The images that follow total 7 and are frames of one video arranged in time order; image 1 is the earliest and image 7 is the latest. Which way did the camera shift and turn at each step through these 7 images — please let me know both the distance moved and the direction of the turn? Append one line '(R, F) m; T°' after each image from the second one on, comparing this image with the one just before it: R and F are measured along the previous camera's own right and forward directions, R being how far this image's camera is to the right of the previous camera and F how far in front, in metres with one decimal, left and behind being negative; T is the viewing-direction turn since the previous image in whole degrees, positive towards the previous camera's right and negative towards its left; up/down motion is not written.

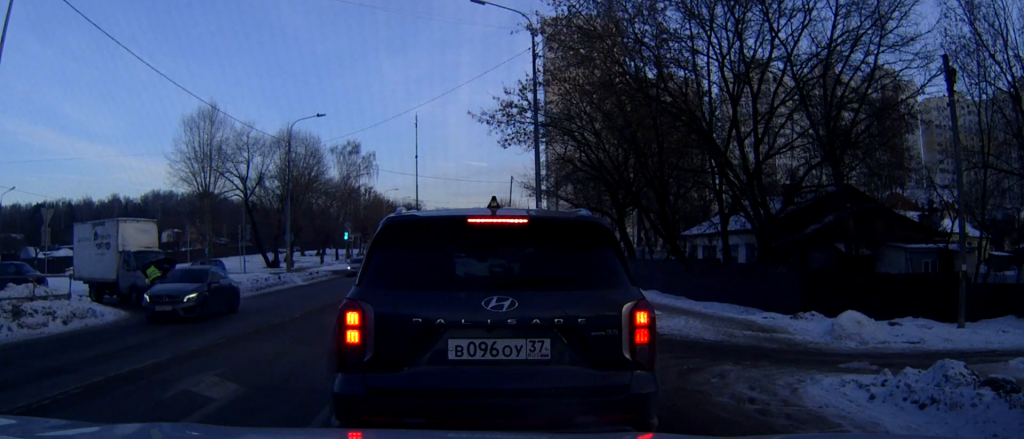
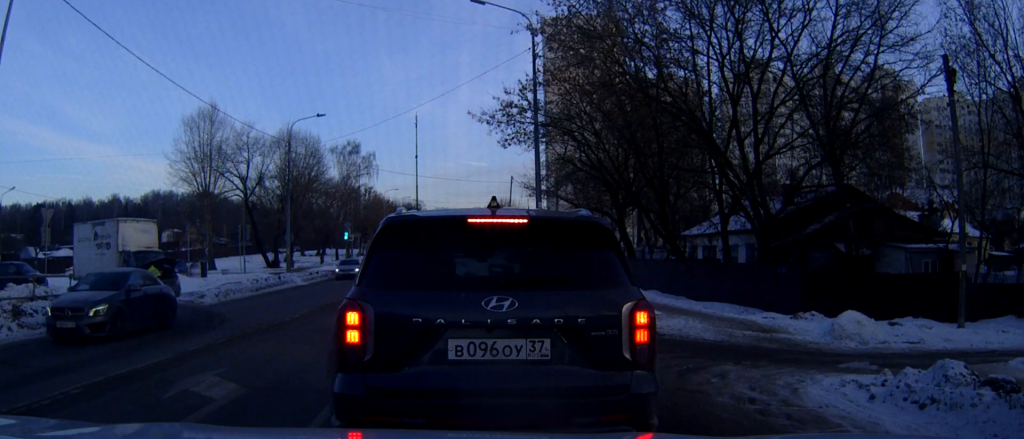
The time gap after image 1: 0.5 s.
(0.0, 0.0) m; 0°
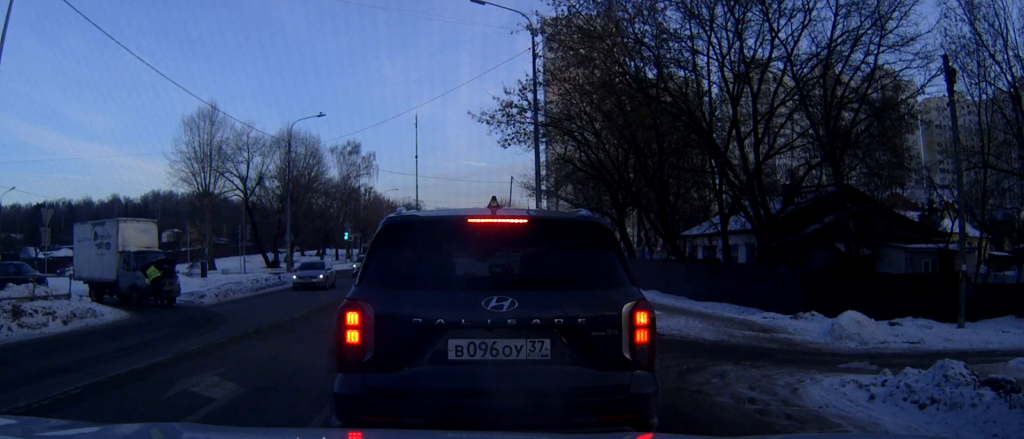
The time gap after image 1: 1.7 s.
(0.0, 0.0) m; 0°
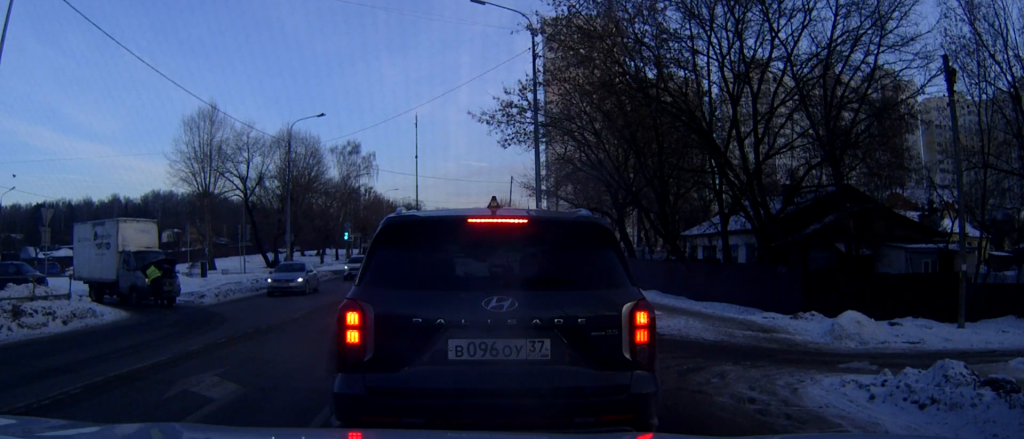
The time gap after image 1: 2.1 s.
(0.0, 0.0) m; 0°
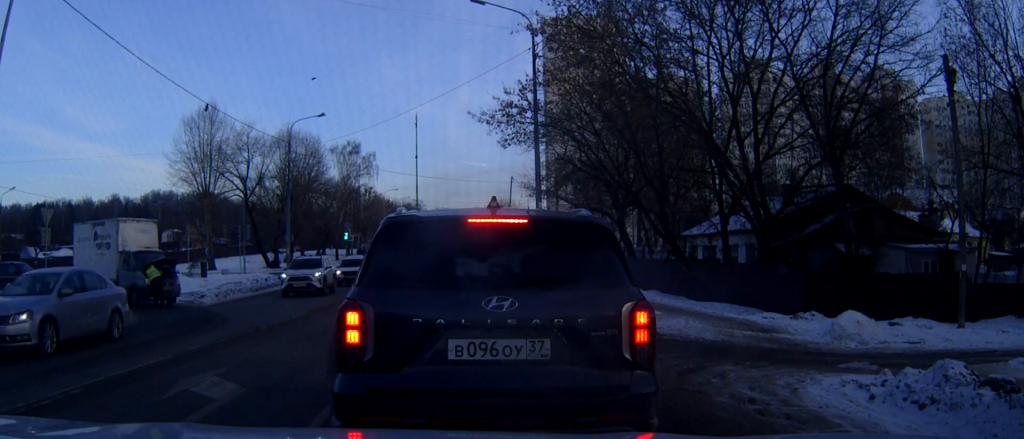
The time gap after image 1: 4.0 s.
(0.0, 0.0) m; 0°
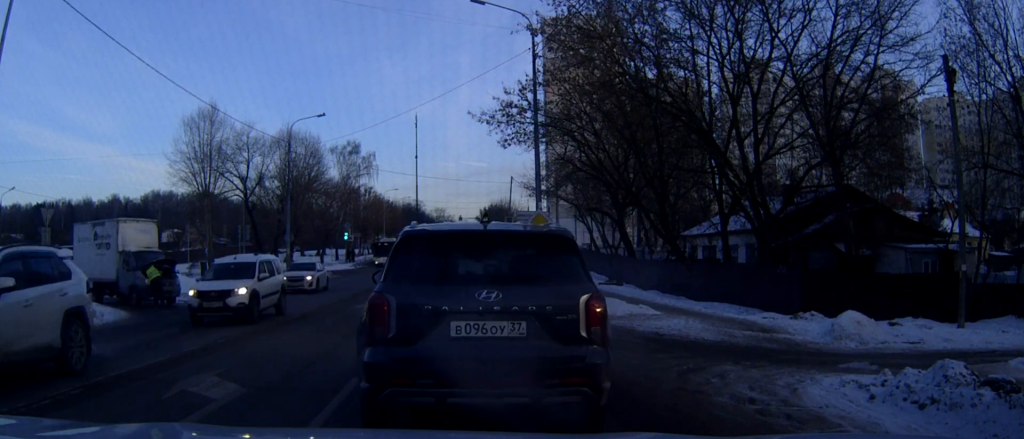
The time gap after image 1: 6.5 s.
(-0.1, +0.2) m; 0°
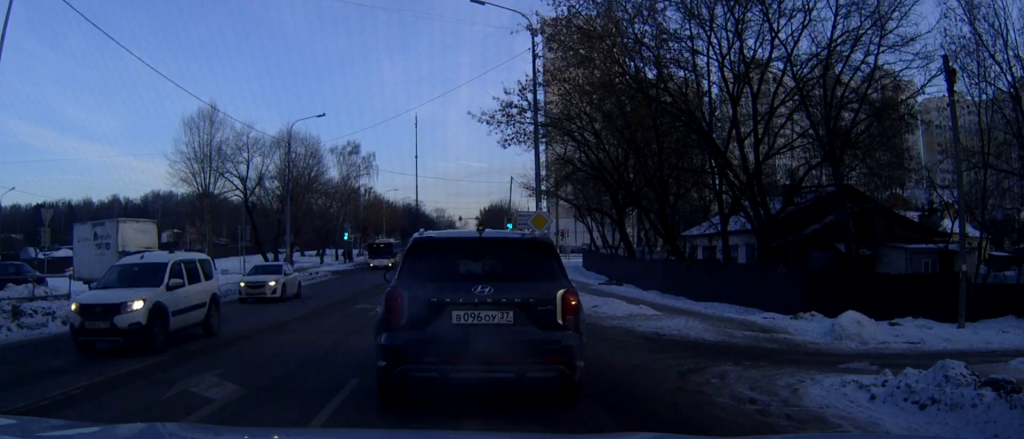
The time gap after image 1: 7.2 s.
(0.0, 0.0) m; 0°
